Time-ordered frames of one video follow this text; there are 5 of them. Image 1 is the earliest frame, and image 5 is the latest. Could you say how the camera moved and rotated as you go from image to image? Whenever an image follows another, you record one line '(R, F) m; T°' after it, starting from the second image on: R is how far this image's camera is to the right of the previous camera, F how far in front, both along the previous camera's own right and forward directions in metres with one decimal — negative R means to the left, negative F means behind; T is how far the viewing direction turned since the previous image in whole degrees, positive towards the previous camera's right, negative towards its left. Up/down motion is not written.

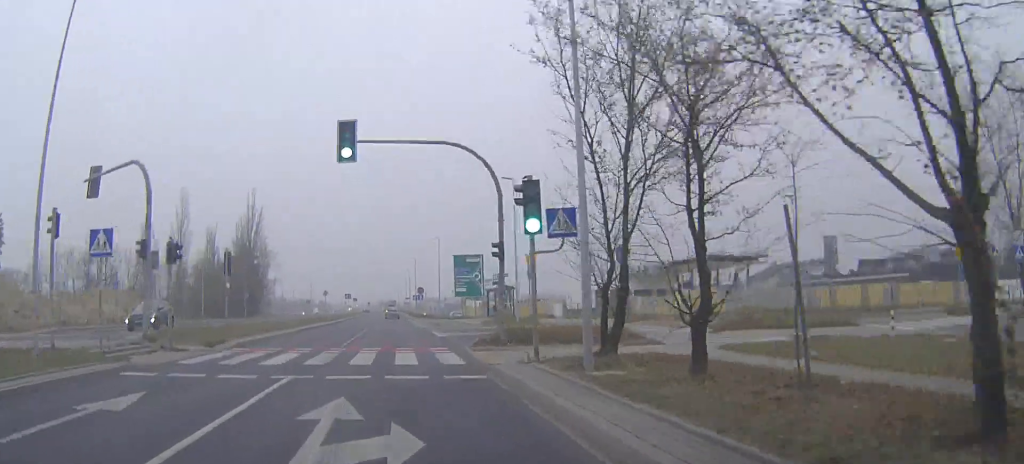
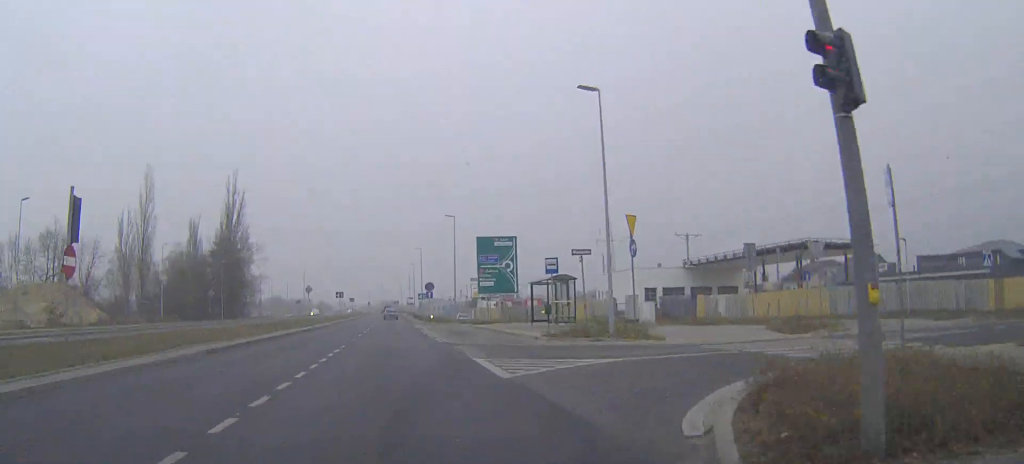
(-0.1, +18.2) m; 0°
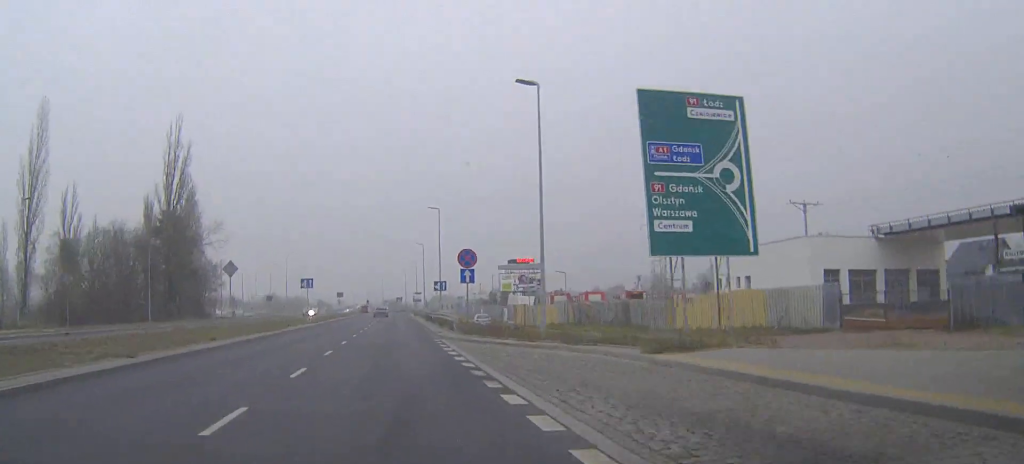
(0.0, +32.9) m; 0°
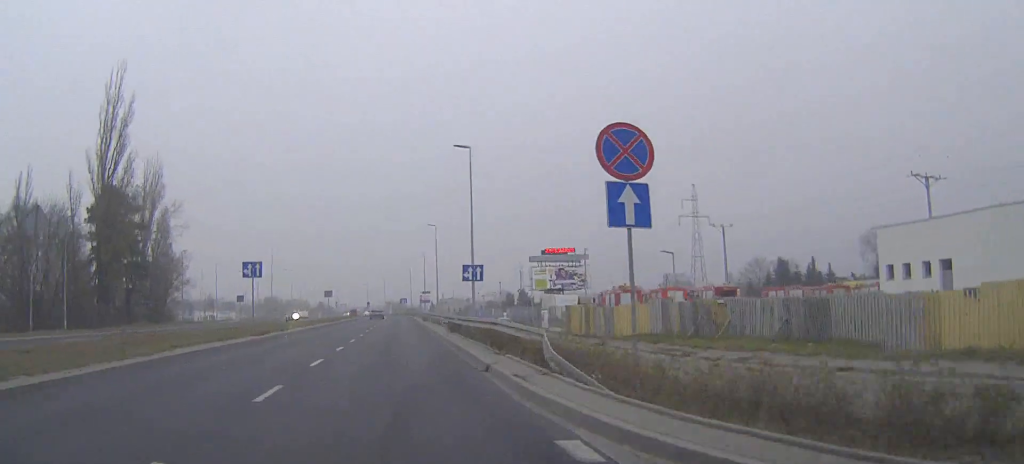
(0.0, +21.1) m; 0°
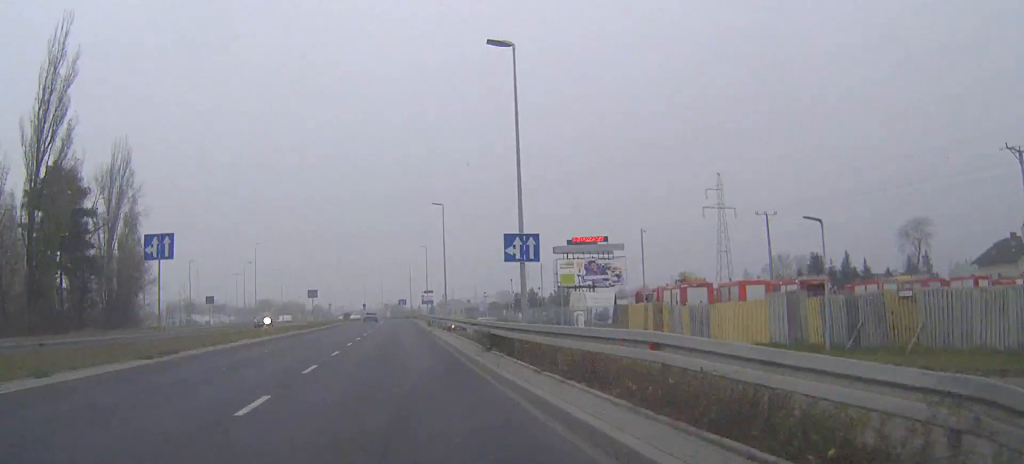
(0.0, +13.5) m; 0°
